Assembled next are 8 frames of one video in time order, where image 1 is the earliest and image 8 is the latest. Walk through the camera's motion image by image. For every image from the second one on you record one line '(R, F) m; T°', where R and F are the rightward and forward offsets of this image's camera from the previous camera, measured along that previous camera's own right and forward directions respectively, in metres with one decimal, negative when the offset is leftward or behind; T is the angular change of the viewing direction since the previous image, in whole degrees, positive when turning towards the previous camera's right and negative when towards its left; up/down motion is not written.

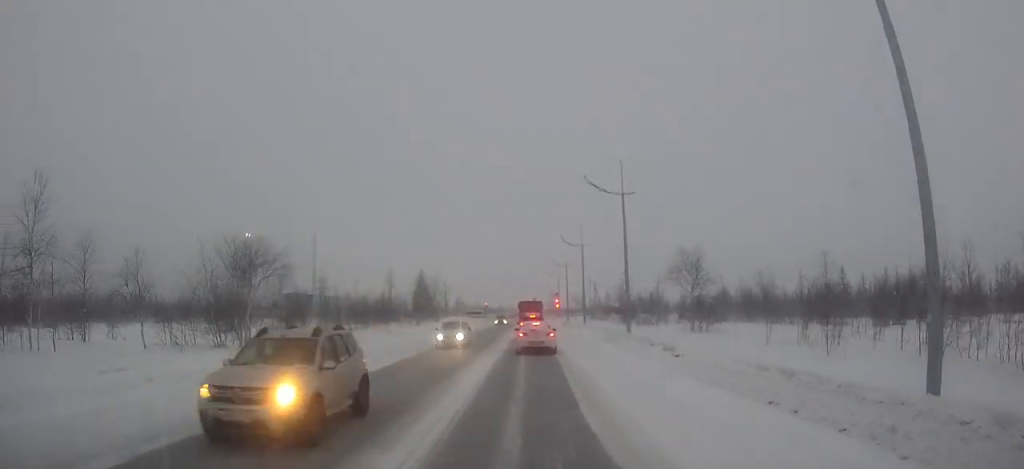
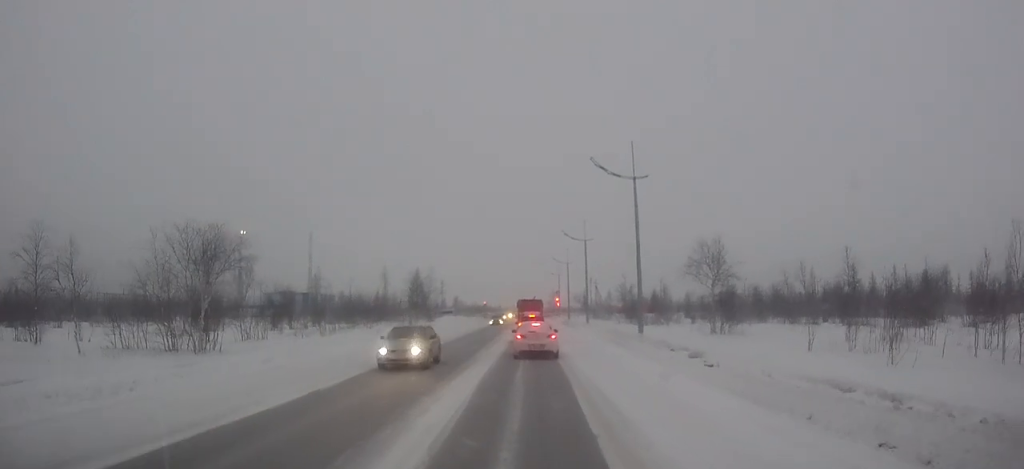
(0.0, +4.2) m; 0°
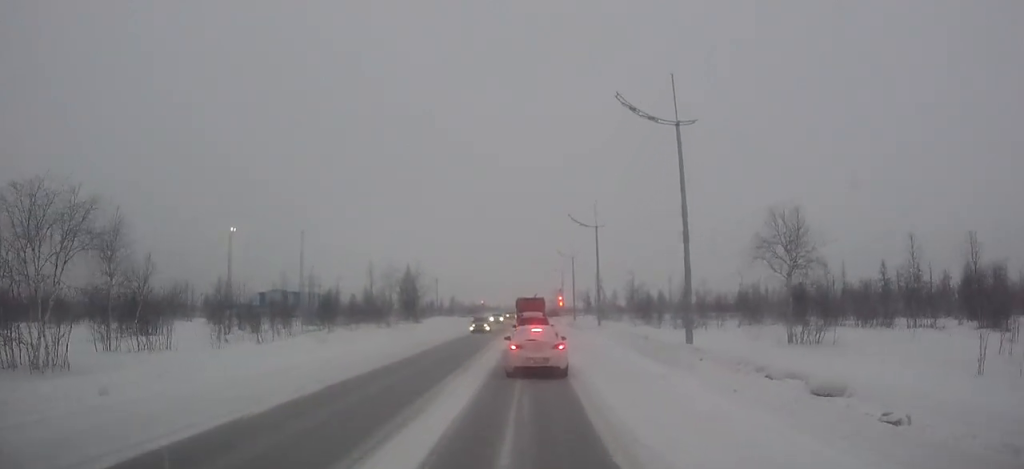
(0.0, +9.2) m; 0°
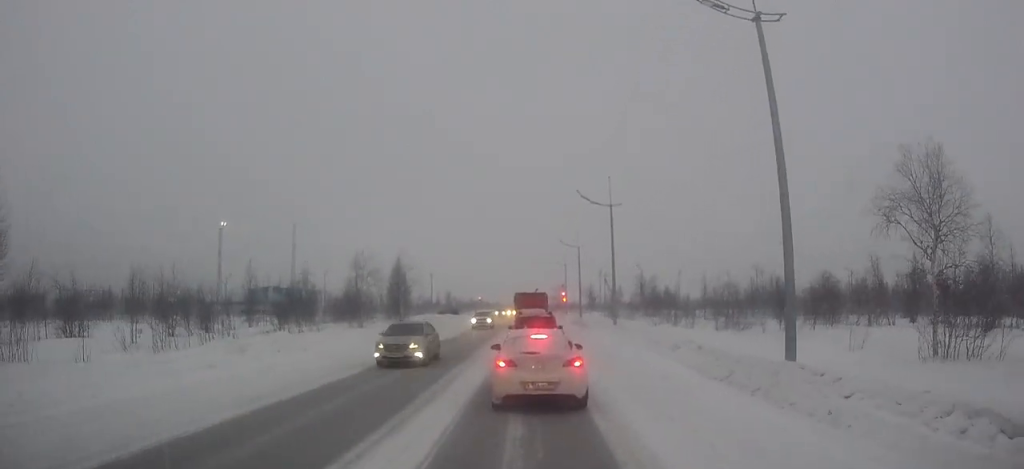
(+0.1, +8.2) m; 0°
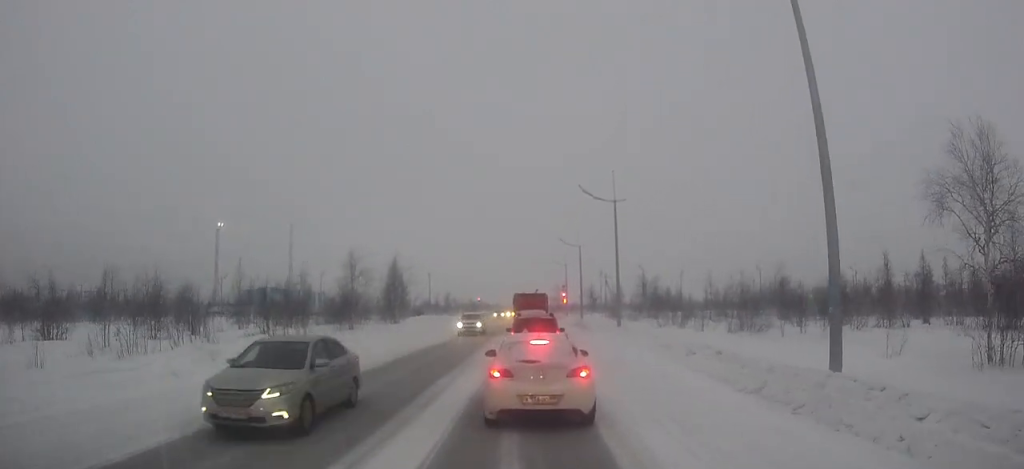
(0.0, +2.1) m; -1°
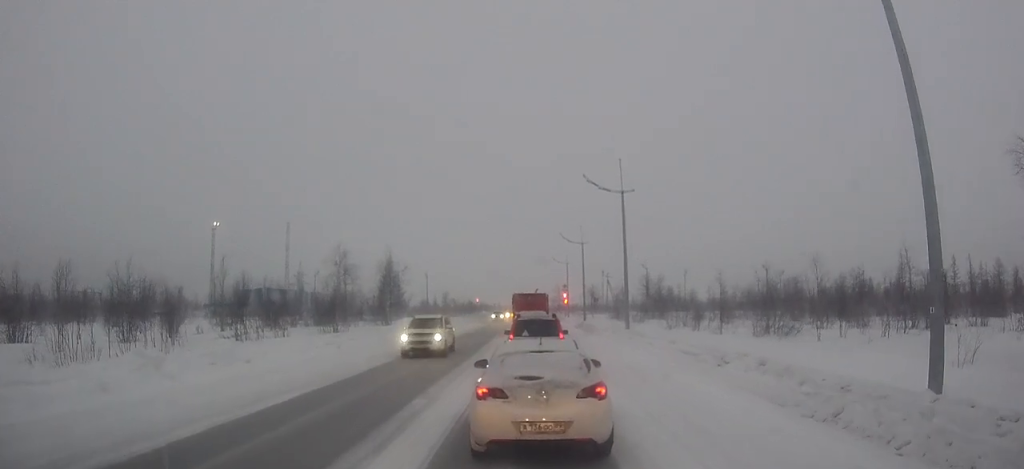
(0.0, +3.2) m; 0°
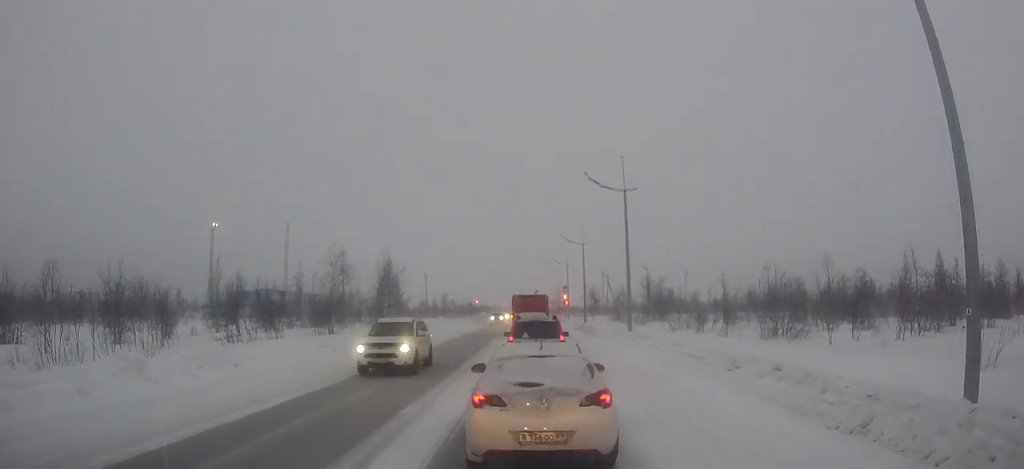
(0.0, +0.9) m; 0°
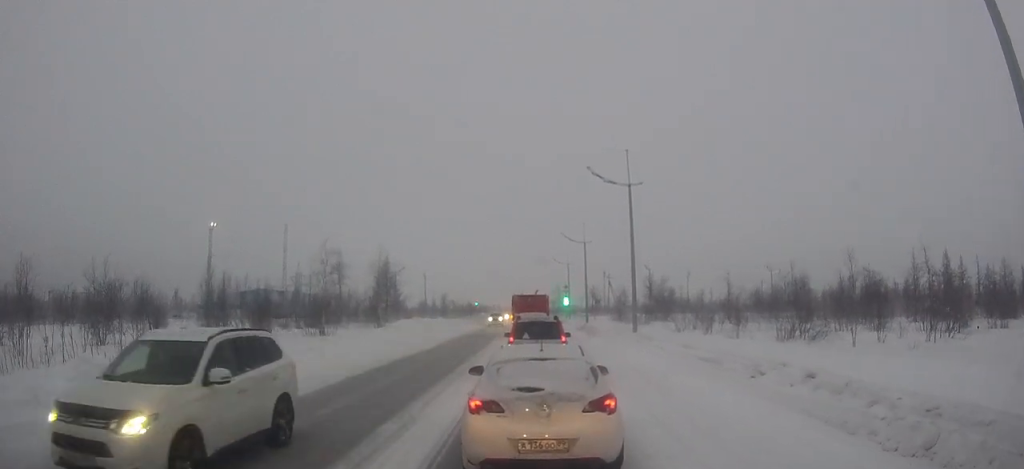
(-0.1, +1.7) m; +1°
